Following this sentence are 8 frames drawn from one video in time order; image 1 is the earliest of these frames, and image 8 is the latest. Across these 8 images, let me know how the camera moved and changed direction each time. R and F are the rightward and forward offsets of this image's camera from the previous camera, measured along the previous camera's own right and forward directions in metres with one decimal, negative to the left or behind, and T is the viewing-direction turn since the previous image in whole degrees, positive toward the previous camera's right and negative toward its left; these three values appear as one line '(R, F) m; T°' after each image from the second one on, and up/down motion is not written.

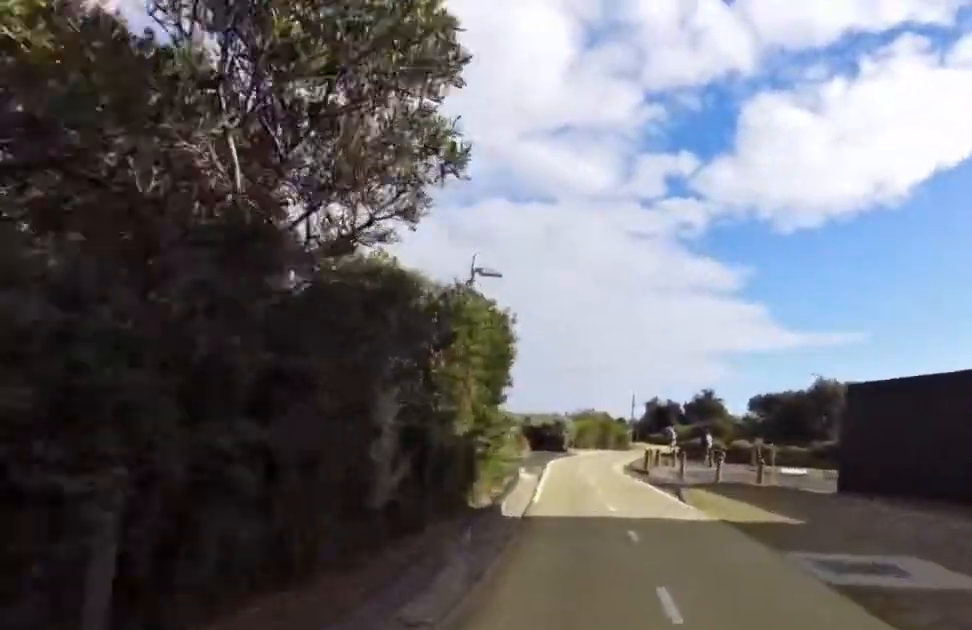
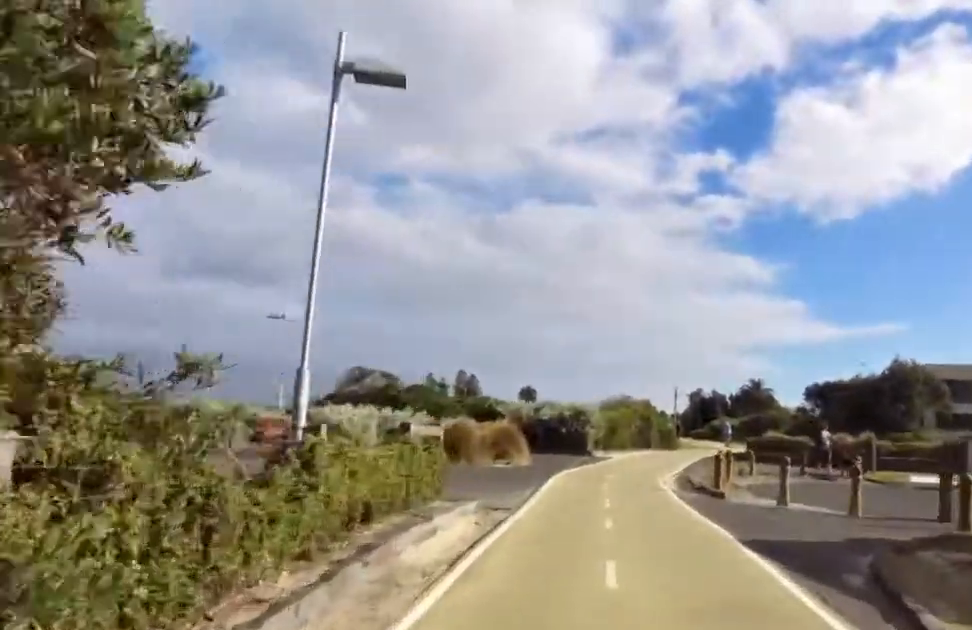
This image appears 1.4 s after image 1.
(-0.3, +11.4) m; -2°
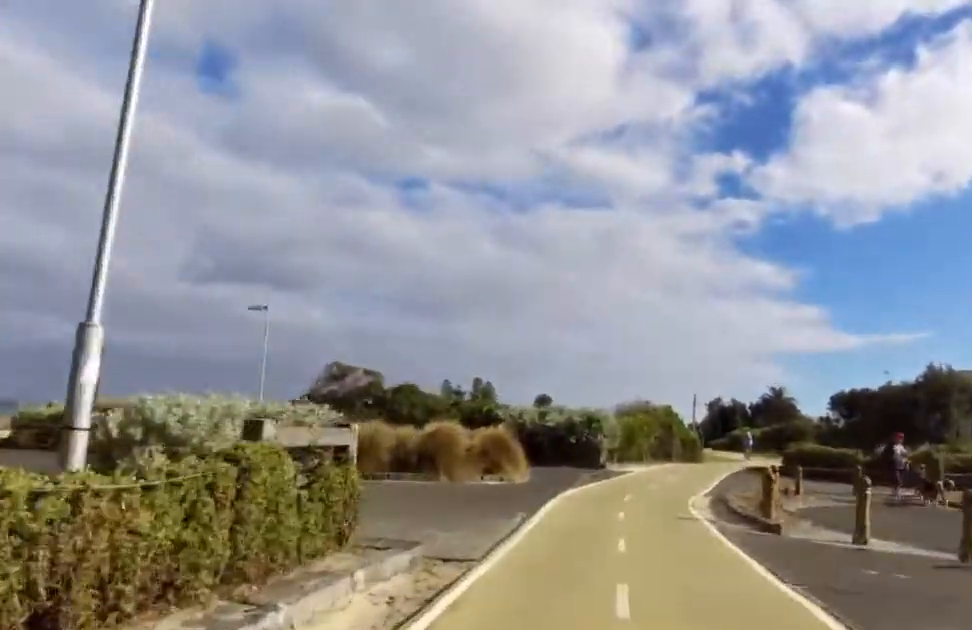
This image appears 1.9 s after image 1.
(0.0, +3.5) m; 0°
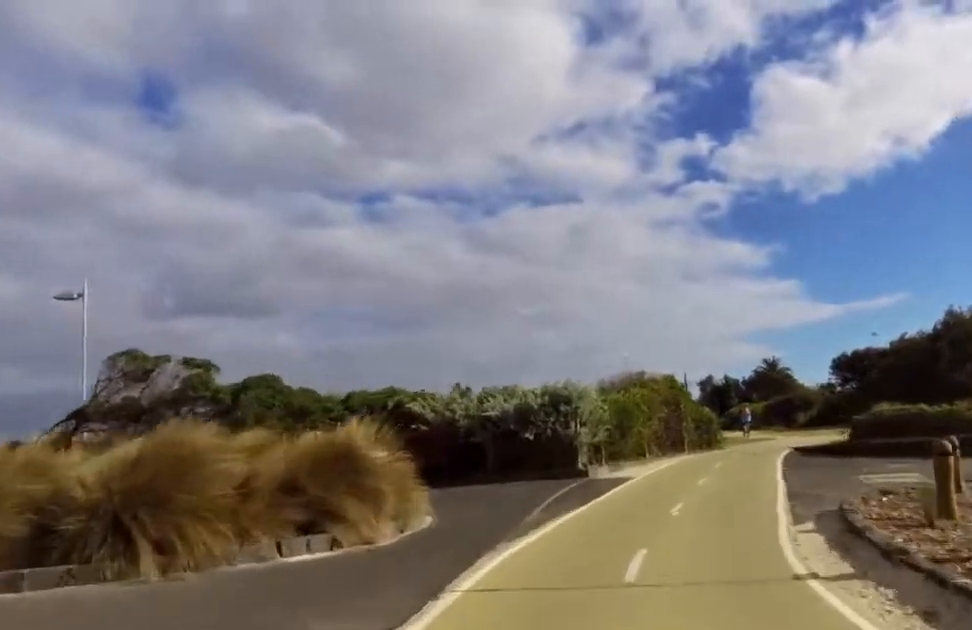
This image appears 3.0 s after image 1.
(0.0, +8.2) m; 0°
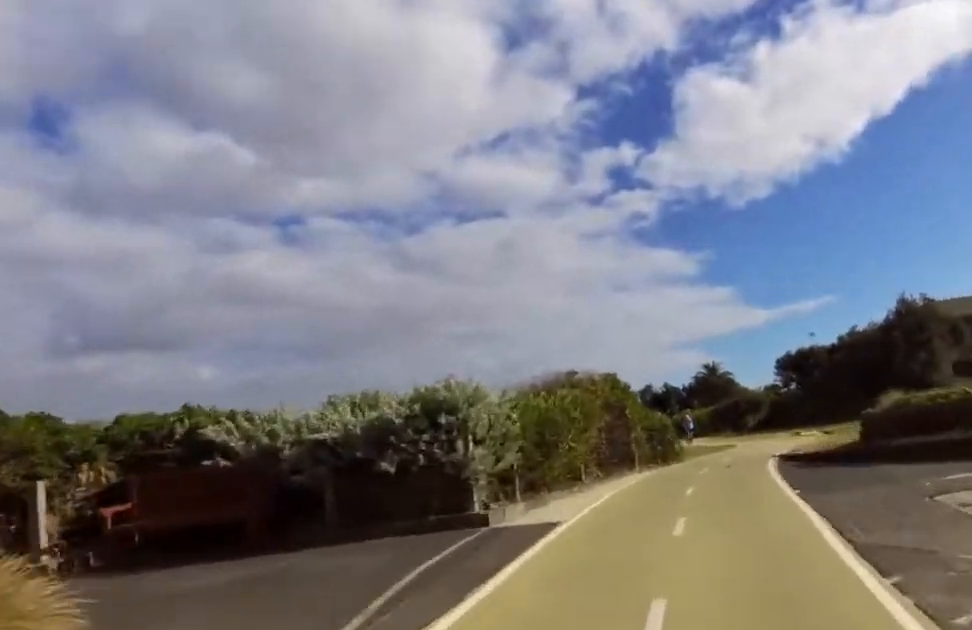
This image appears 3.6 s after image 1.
(0.0, +4.7) m; 0°
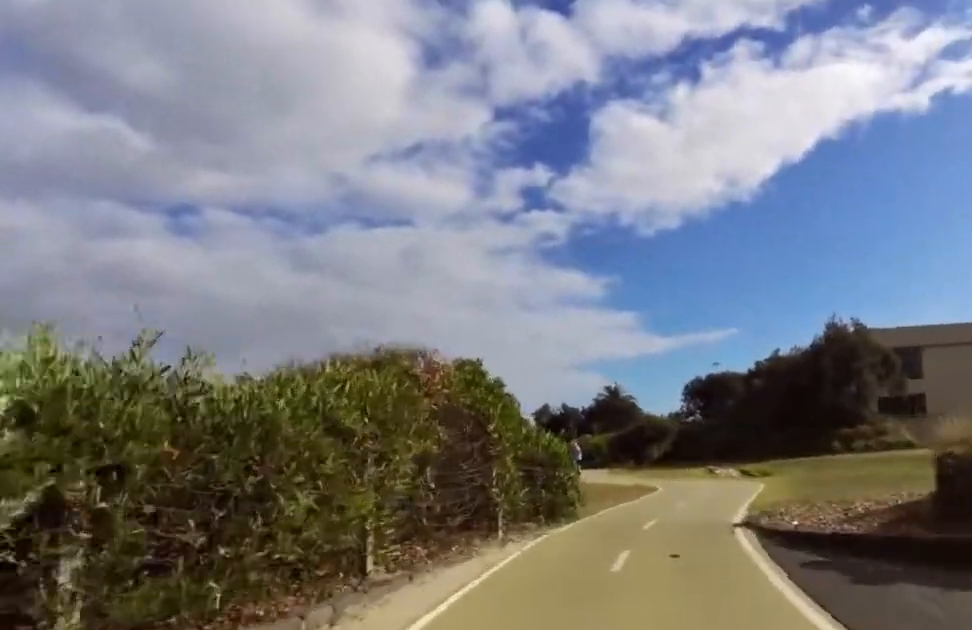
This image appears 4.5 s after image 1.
(0.0, +6.2) m; +1°
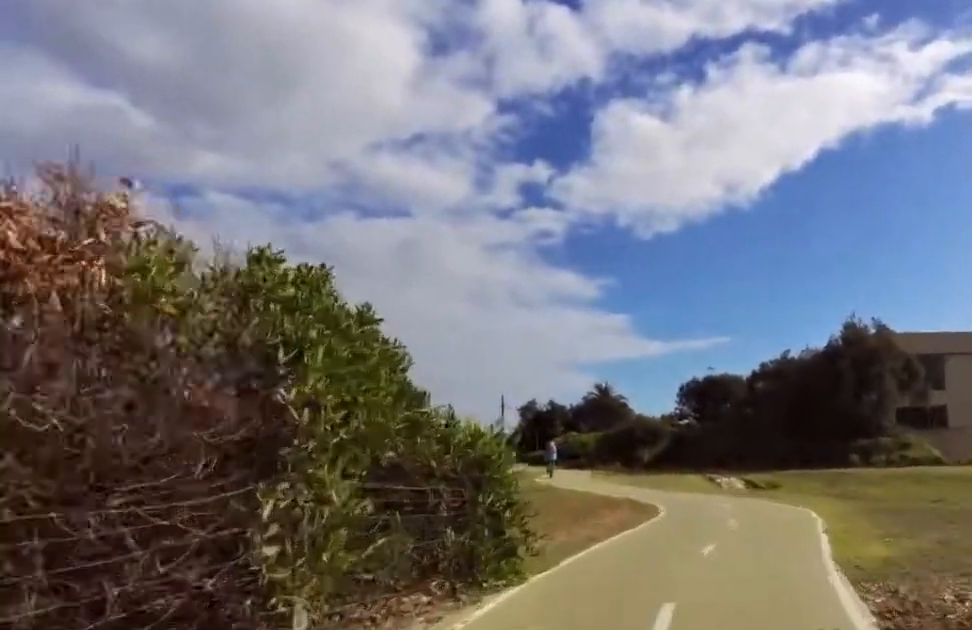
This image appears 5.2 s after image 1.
(0.0, +5.2) m; +6°
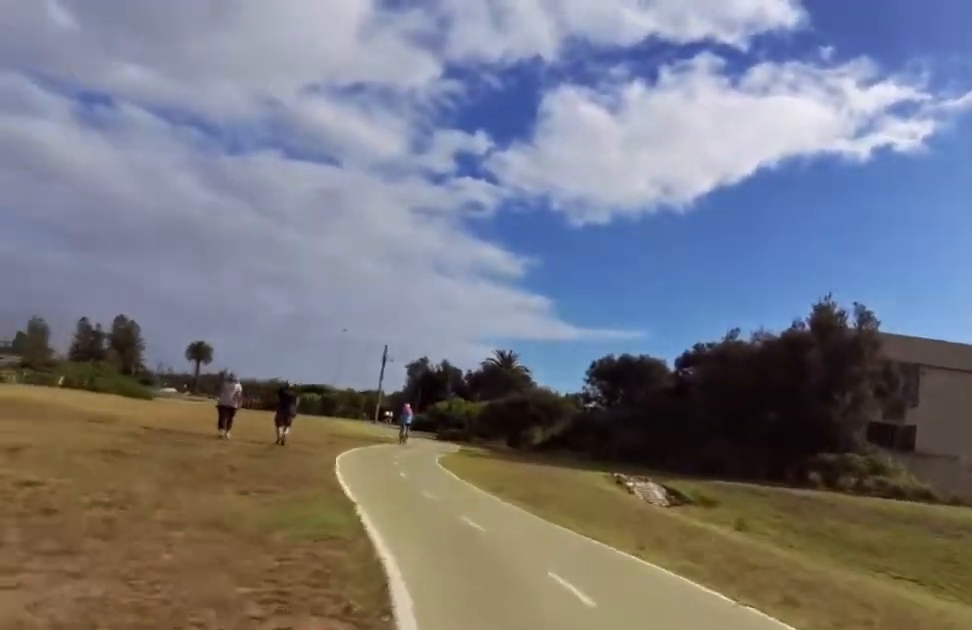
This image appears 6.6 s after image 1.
(+0.9, +10.9) m; -1°
